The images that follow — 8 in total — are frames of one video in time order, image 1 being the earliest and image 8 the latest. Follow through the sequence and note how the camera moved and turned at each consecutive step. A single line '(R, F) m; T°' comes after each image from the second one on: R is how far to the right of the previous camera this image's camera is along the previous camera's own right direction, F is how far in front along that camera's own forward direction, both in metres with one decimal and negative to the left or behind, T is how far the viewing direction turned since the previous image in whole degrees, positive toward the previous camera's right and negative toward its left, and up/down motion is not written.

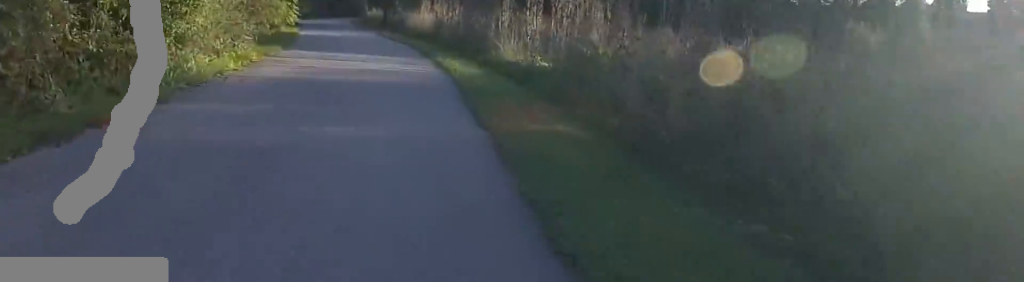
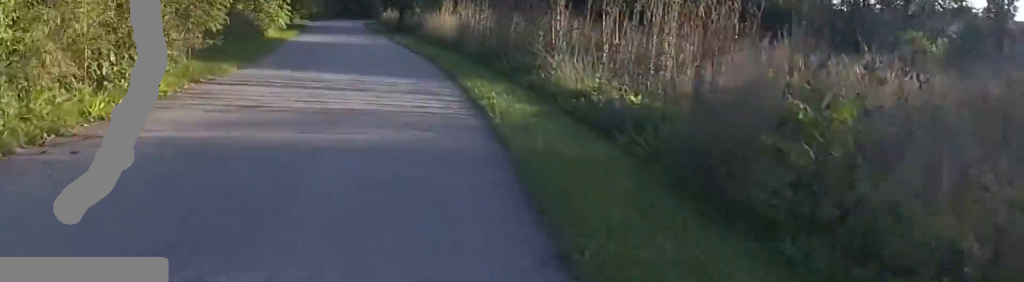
(-0.2, +5.0) m; -5°
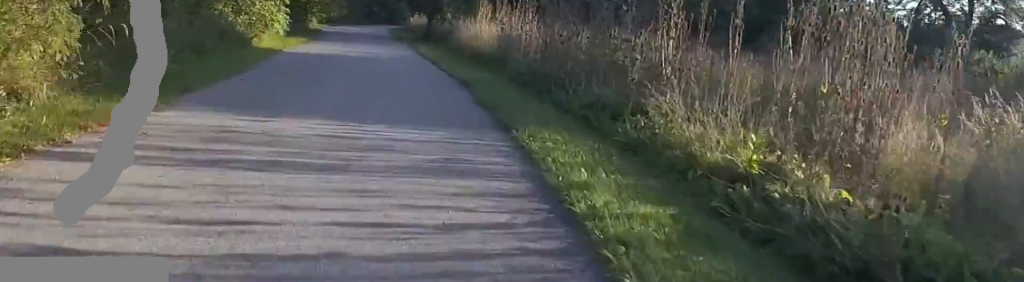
(0.0, +4.4) m; -4°
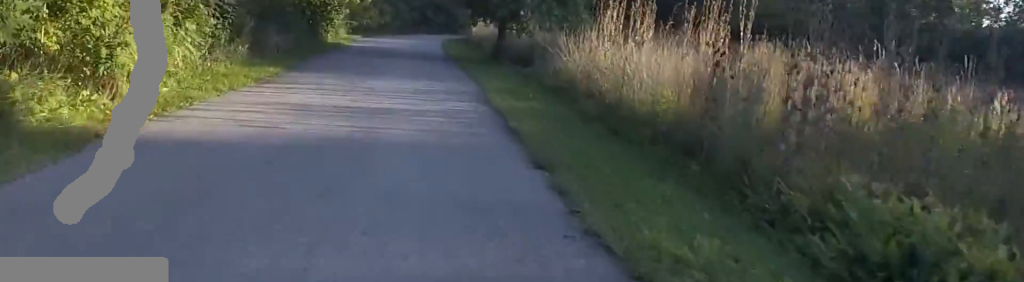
(0.0, +10.0) m; +2°
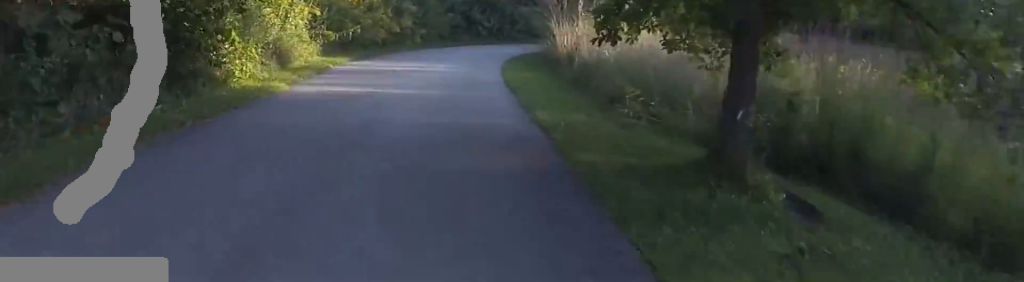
(-1.2, +13.3) m; -5°
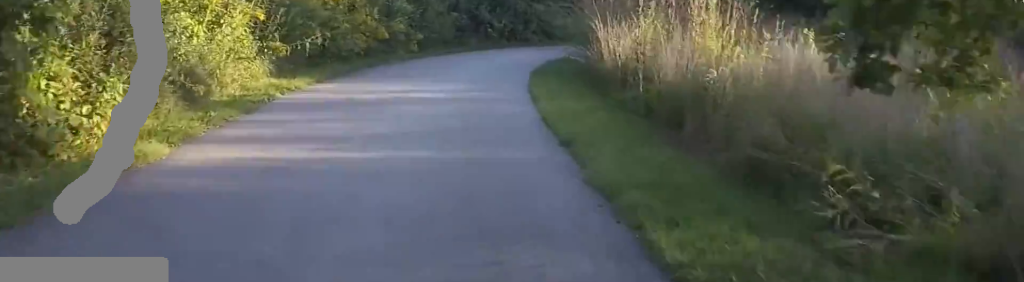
(0.0, +4.5) m; +3°
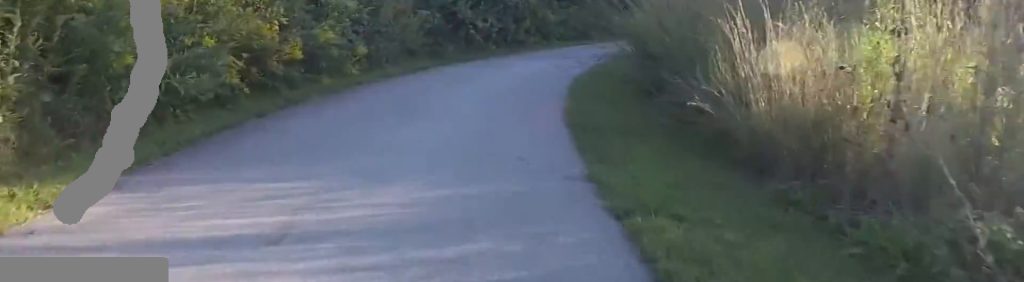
(+0.5, +6.8) m; 0°
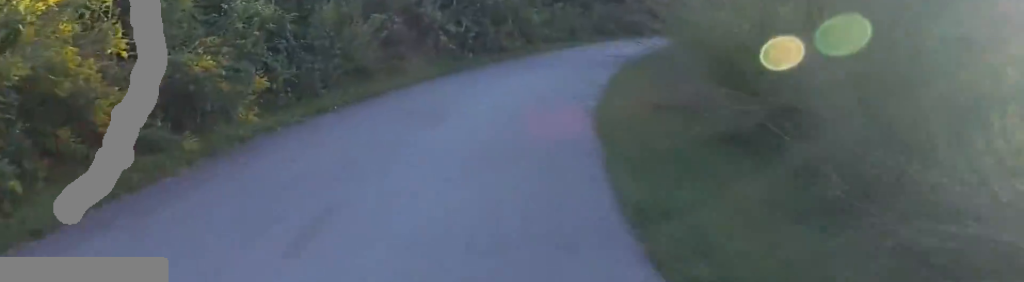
(-0.4, +3.8) m; +1°
